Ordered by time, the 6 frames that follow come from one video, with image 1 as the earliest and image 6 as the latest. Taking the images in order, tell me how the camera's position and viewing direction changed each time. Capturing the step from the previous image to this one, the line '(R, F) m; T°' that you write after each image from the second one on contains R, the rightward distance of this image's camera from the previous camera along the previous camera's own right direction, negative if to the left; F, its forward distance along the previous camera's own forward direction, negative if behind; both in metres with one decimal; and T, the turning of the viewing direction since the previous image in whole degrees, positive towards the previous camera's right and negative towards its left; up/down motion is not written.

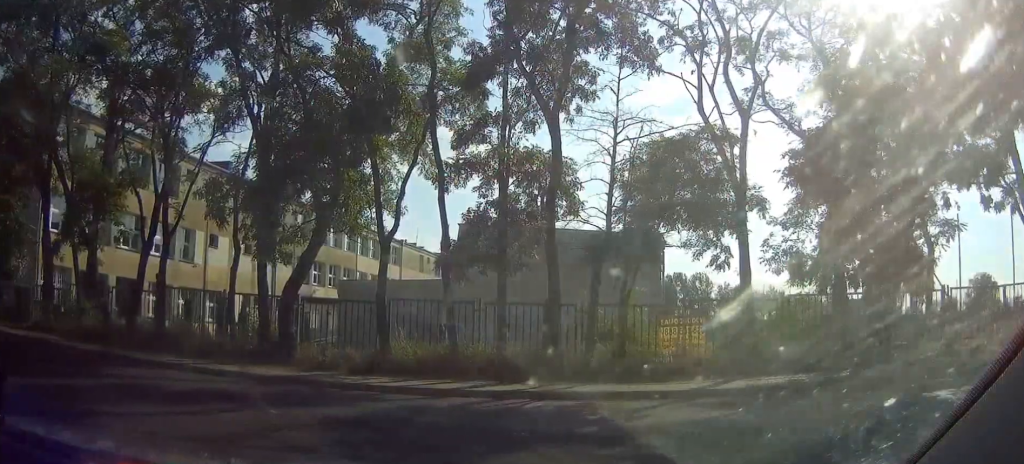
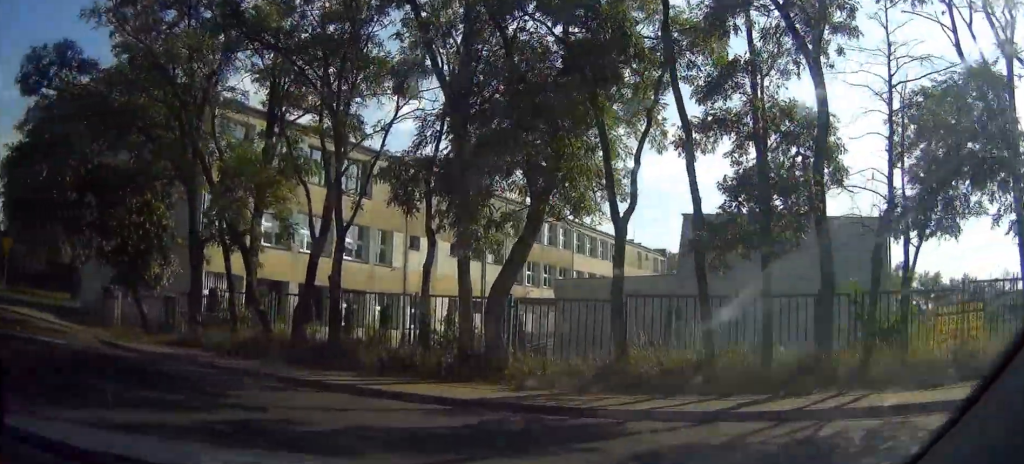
(-0.6, +2.9) m; -23°
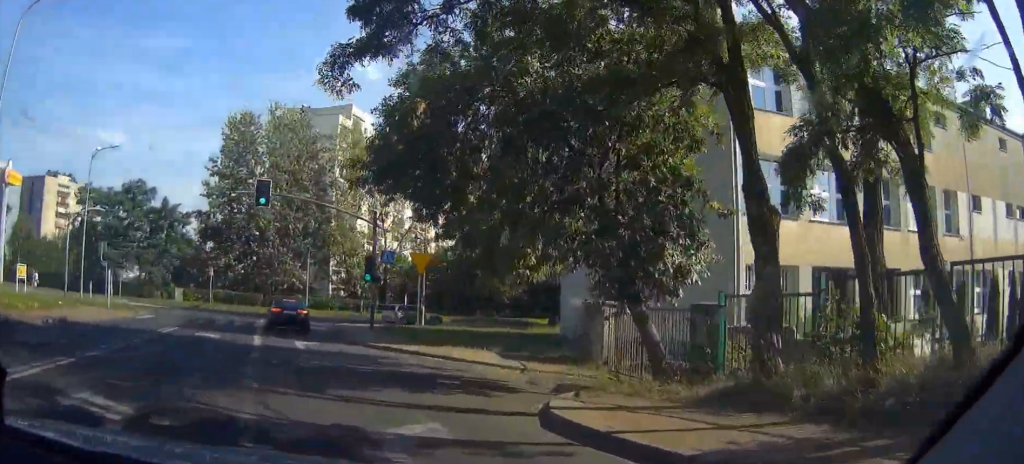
(-2.0, +8.5) m; -24°
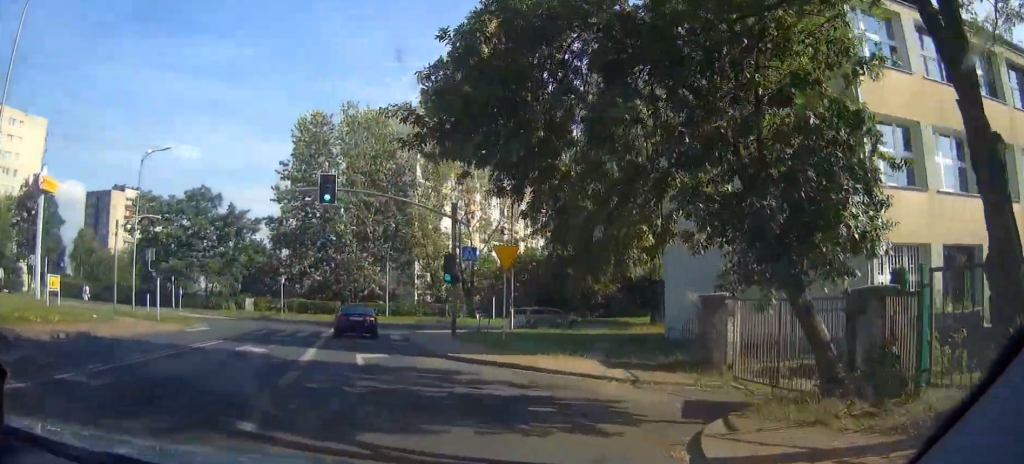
(-0.3, +3.1) m; -6°
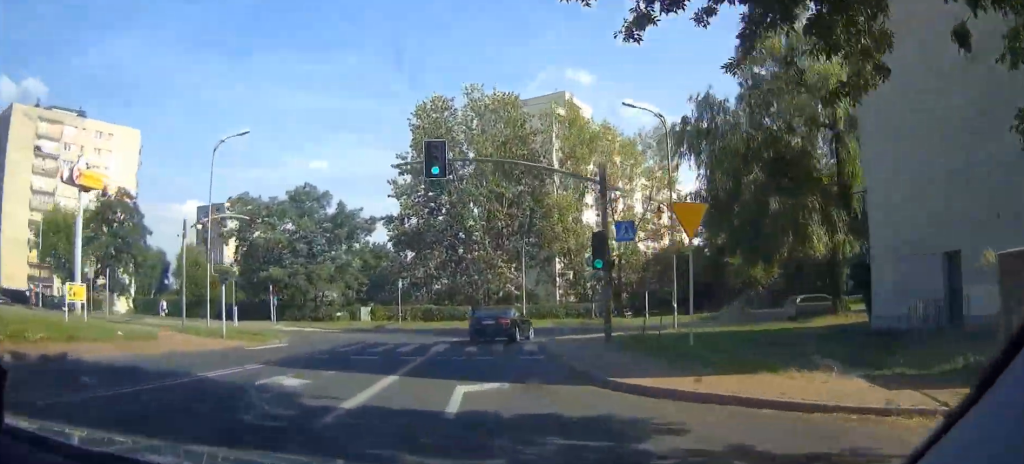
(-0.6, +6.3) m; -11°
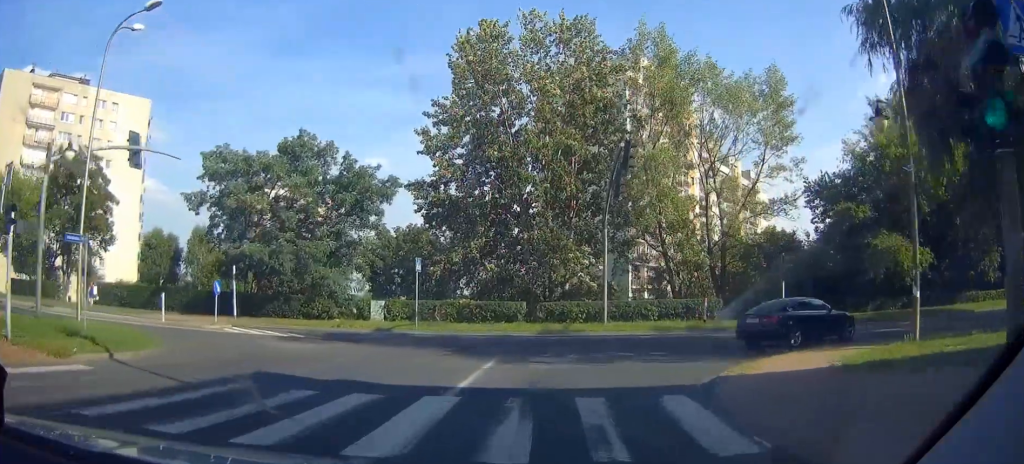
(-2.3, +15.3) m; -12°
